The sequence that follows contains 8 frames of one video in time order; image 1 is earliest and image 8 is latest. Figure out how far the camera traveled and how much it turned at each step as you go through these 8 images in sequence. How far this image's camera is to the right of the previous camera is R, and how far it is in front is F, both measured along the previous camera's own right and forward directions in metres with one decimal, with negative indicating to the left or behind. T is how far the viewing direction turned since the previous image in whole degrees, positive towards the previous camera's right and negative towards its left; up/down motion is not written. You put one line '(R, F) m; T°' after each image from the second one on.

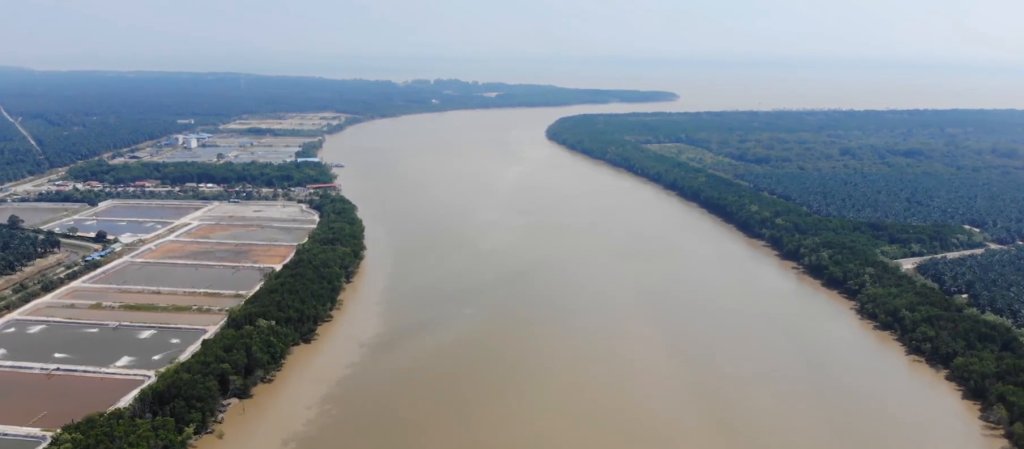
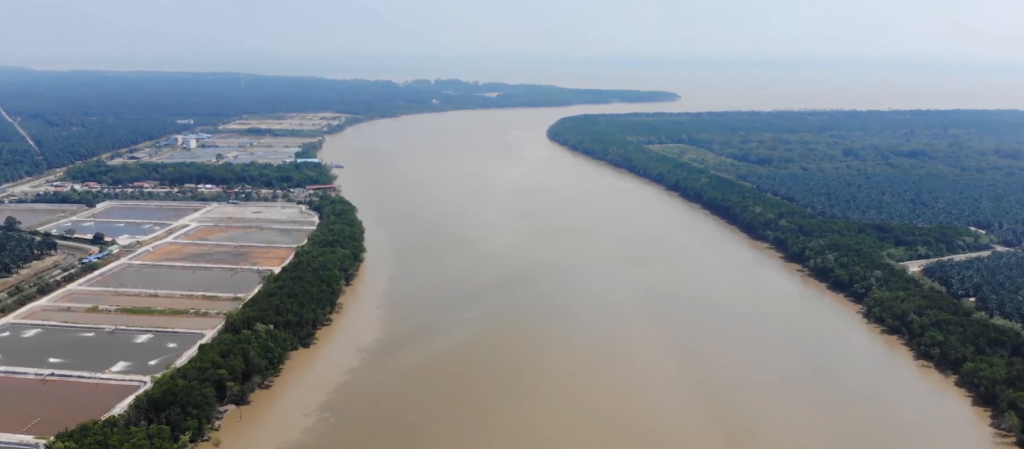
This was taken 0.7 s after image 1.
(0.0, +7.7) m; 0°
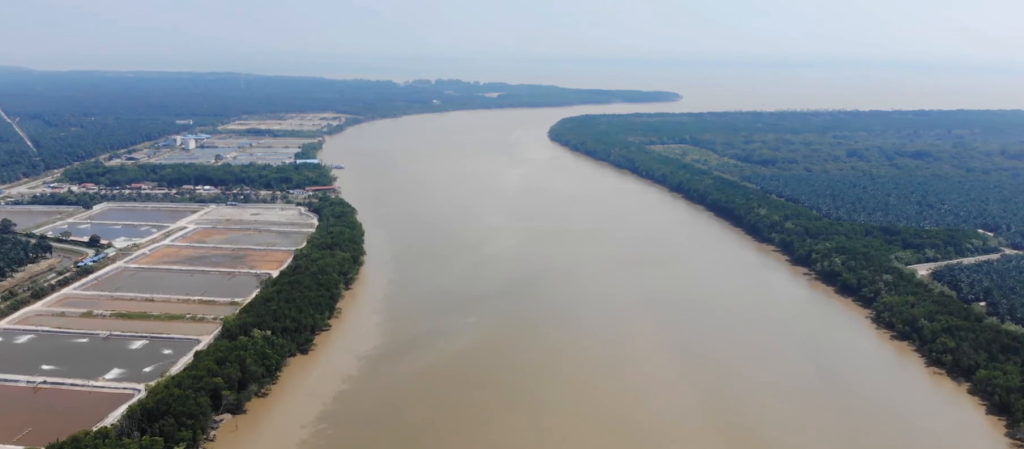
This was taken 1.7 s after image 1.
(0.0, +10.3) m; 0°
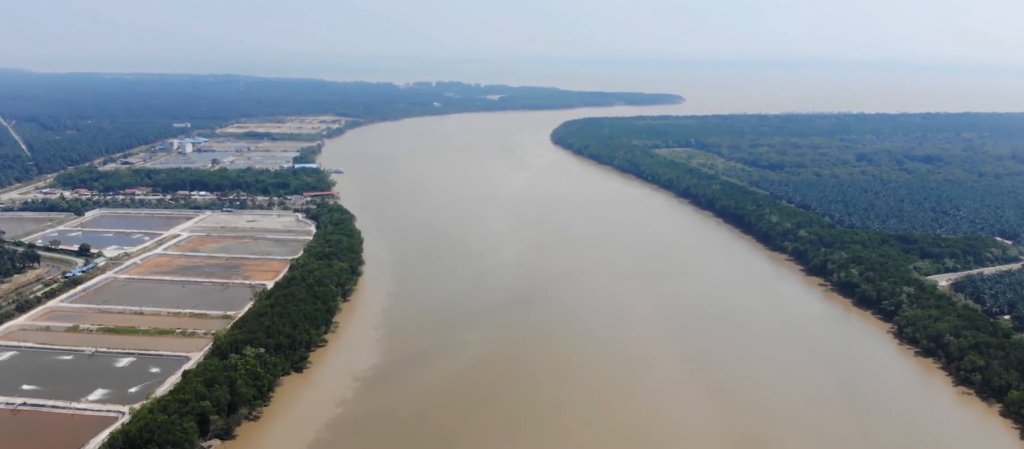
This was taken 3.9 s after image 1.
(+0.1, +23.8) m; +1°
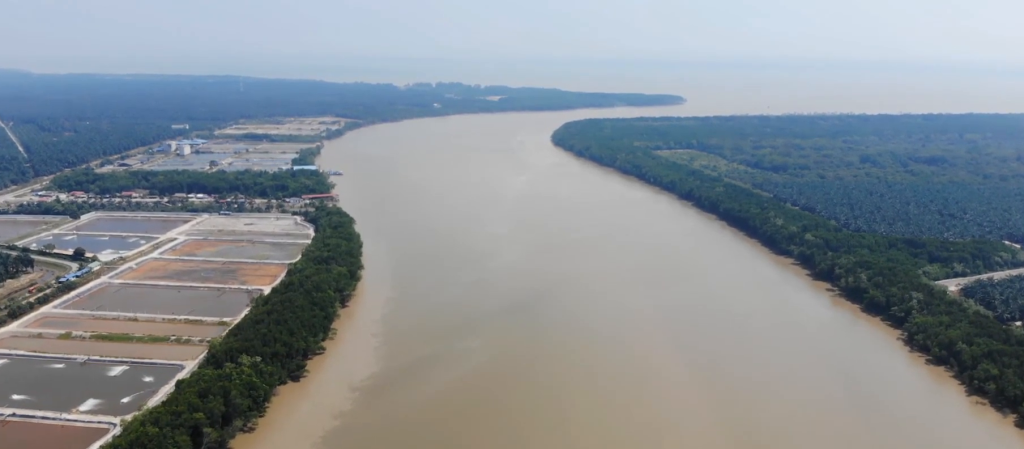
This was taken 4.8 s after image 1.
(+0.1, +11.0) m; 0°
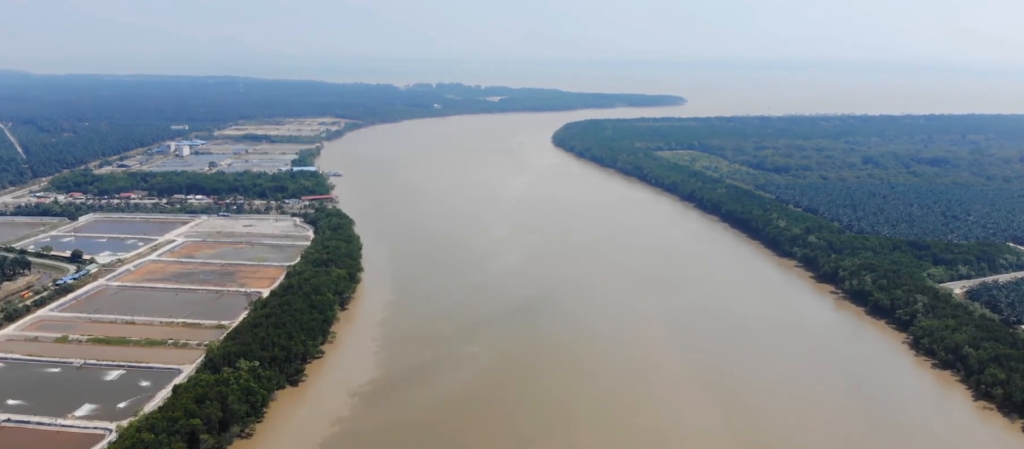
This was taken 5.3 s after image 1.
(0.0, +5.4) m; 0°
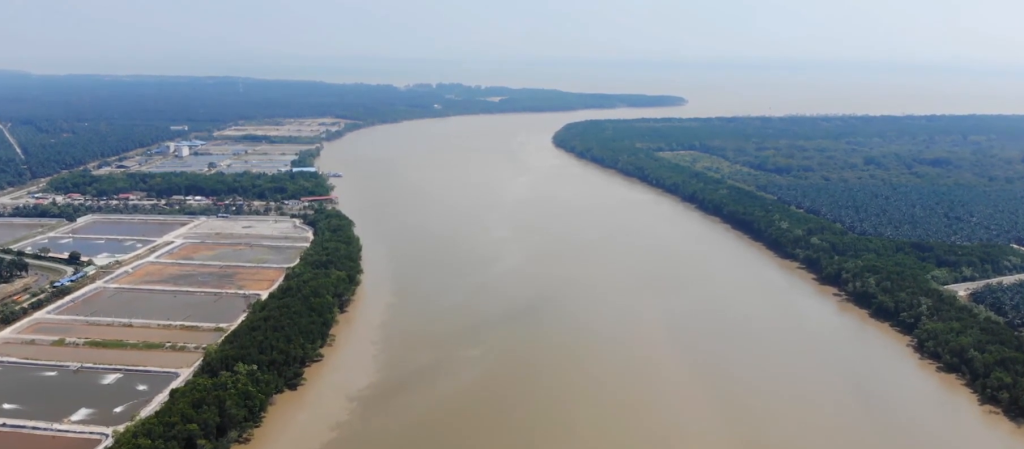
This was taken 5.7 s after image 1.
(0.0, +4.7) m; 0°
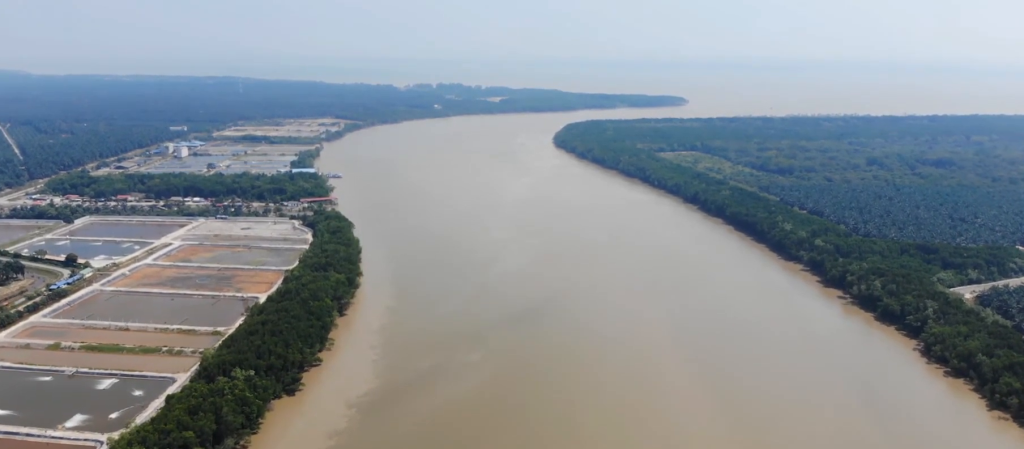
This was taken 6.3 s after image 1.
(0.0, +6.7) m; 0°
